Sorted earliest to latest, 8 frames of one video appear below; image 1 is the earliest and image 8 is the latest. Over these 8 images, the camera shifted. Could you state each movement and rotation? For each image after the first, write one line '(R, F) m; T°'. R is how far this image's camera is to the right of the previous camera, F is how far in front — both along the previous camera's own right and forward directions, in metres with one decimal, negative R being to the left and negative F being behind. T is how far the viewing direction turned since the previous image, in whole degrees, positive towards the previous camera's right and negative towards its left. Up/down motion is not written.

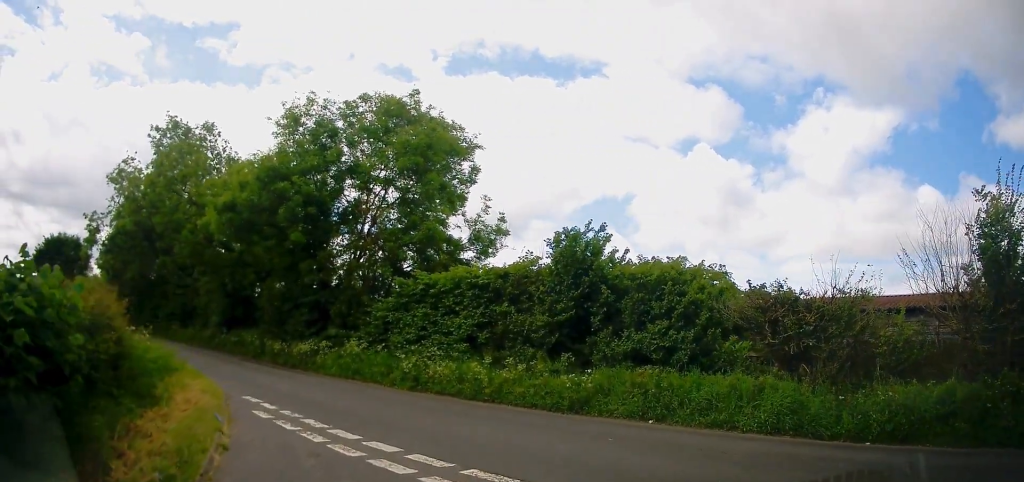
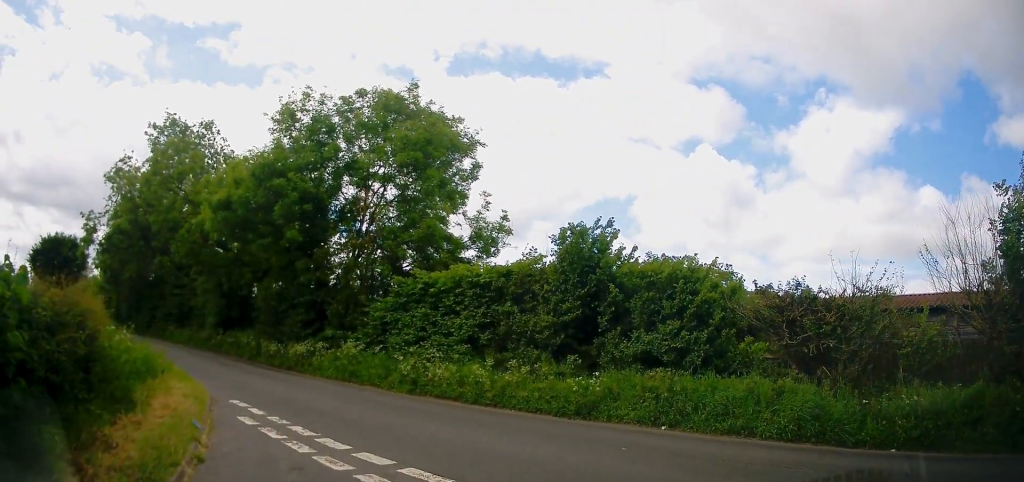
(0.0, +0.7) m; 0°
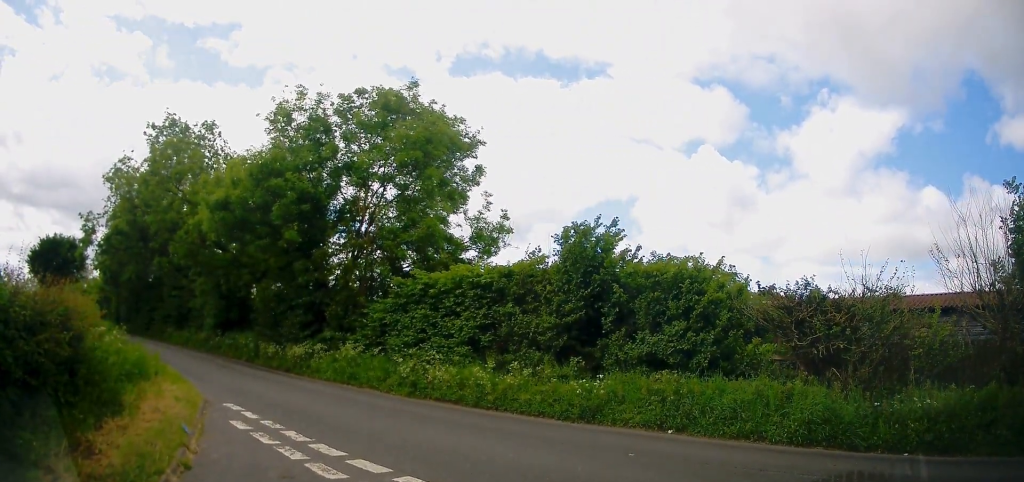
(-0.1, +0.4) m; 0°
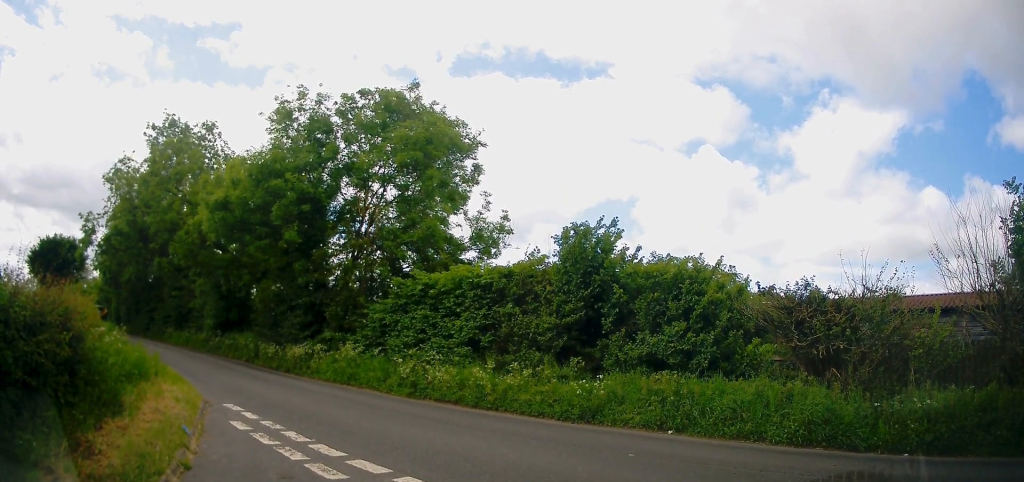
(0.0, 0.0) m; 0°
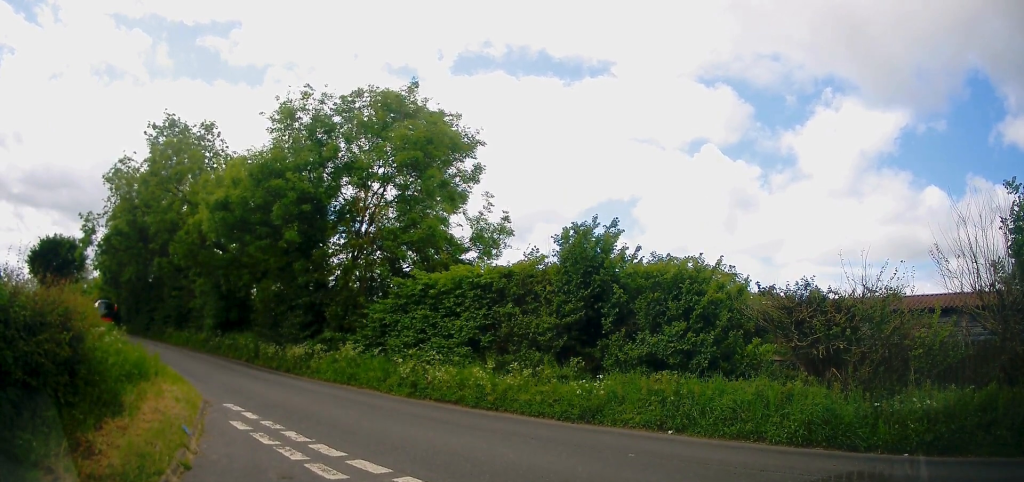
(0.0, 0.0) m; 0°
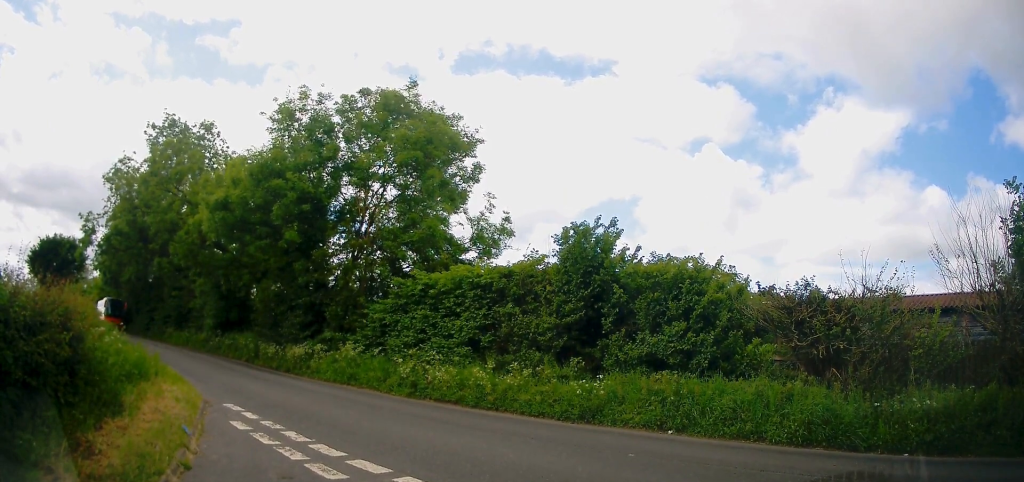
(0.0, 0.0) m; 0°
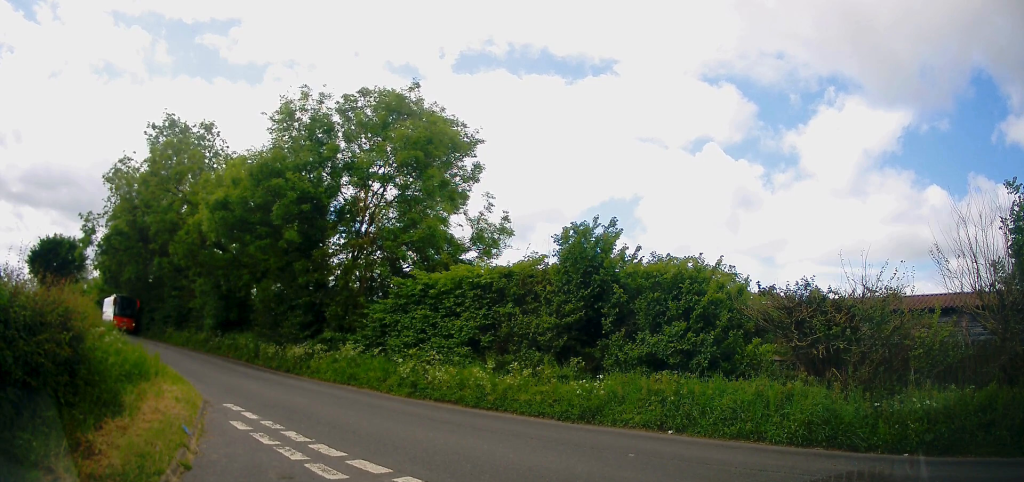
(0.0, 0.0) m; 0°
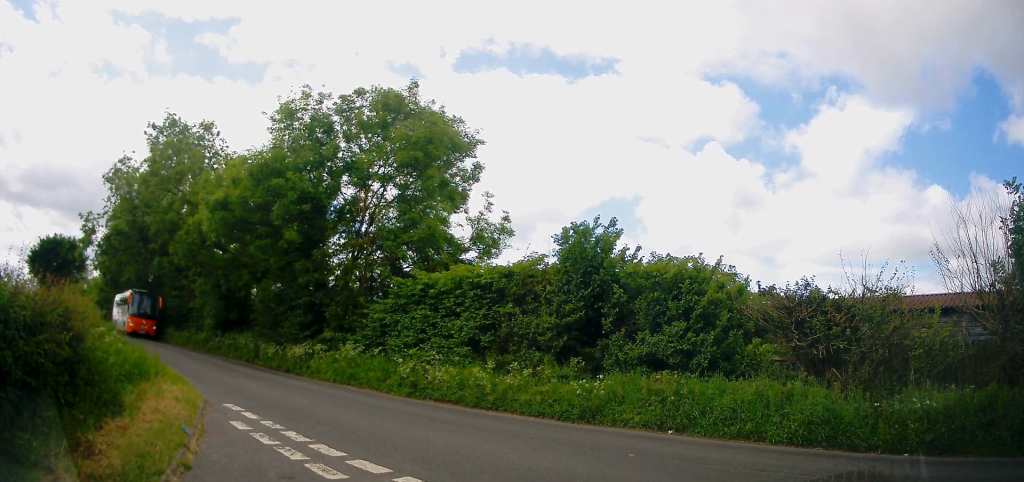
(0.0, 0.0) m; 0°
